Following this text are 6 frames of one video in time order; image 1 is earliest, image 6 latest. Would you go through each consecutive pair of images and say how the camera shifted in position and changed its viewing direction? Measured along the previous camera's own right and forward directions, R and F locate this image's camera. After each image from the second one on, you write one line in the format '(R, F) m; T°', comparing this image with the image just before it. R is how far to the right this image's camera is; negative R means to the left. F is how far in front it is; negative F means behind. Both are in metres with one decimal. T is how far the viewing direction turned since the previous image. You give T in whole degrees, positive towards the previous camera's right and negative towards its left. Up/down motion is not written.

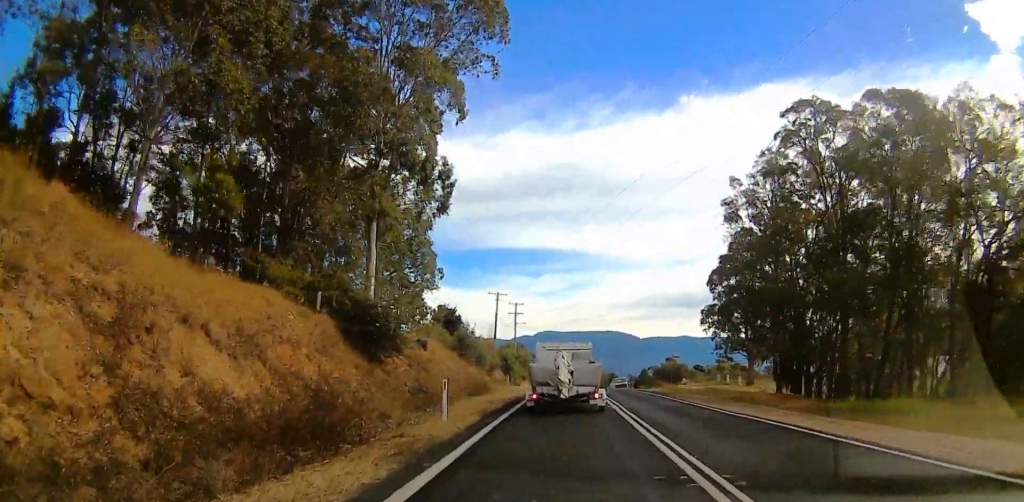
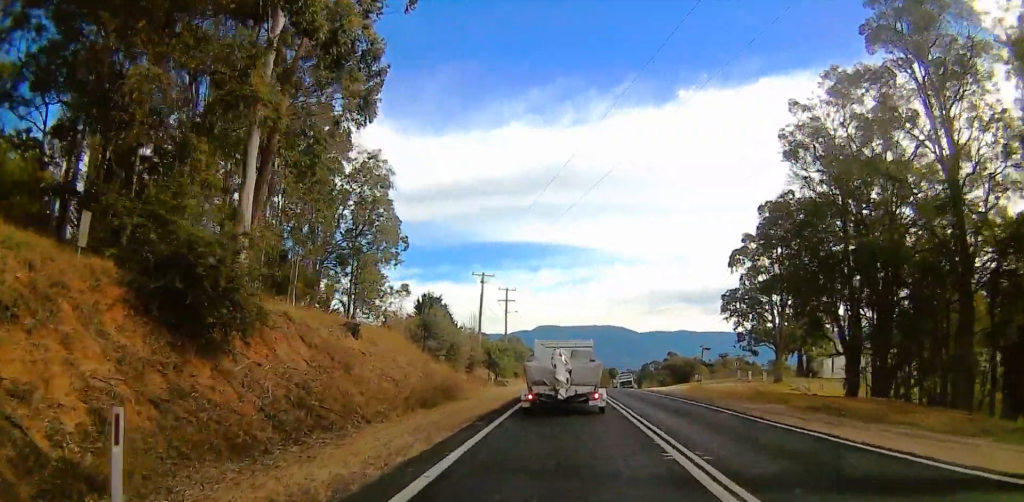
(+0.1, +11.8) m; -2°
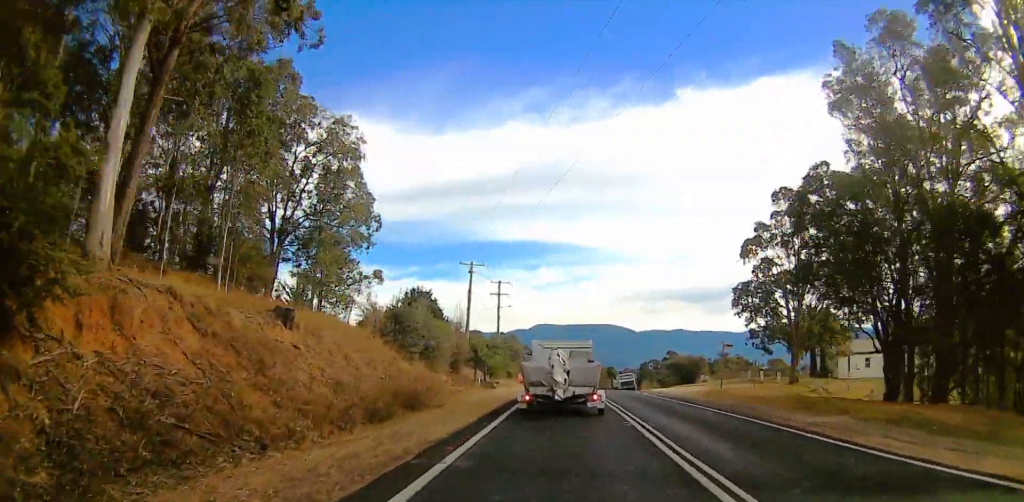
(-0.2, +6.4) m; -3°
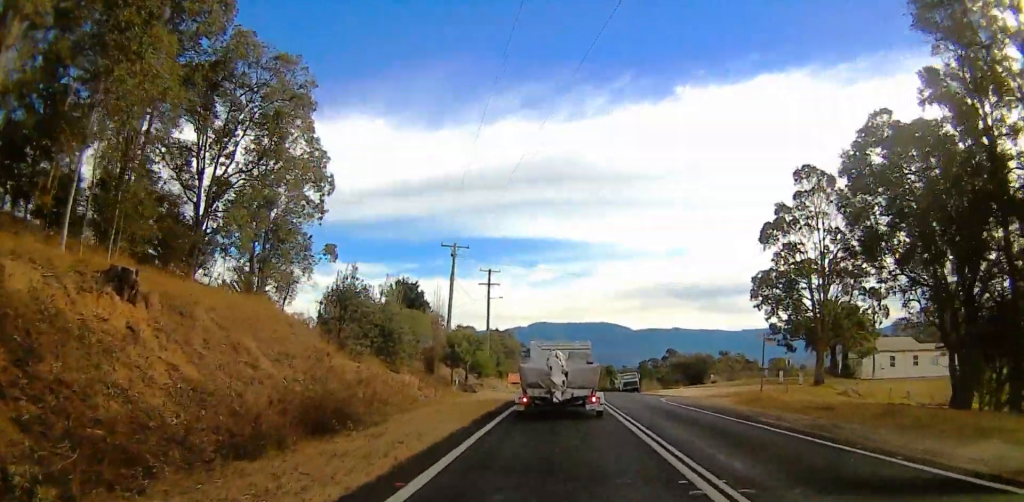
(-0.2, +8.1) m; -1°
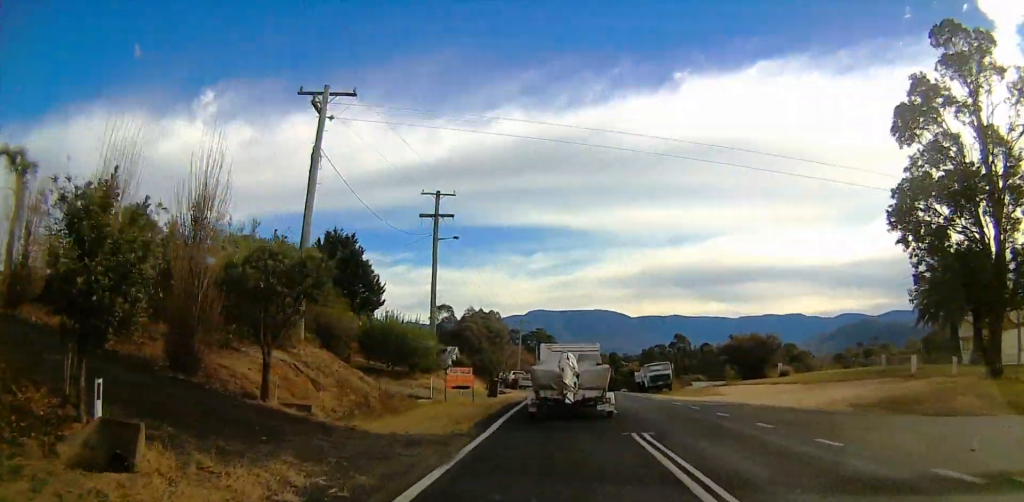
(+1.3, +28.3) m; 0°
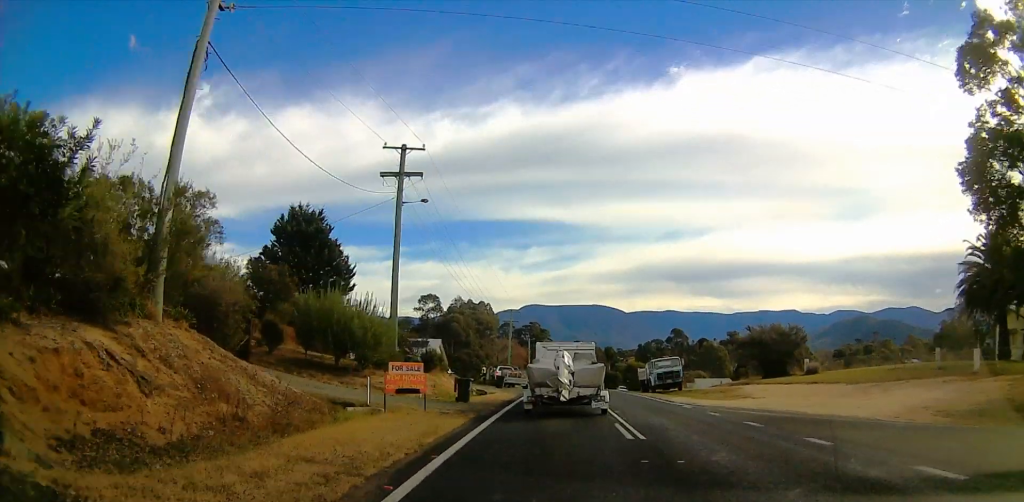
(-0.3, +7.7) m; +1°
